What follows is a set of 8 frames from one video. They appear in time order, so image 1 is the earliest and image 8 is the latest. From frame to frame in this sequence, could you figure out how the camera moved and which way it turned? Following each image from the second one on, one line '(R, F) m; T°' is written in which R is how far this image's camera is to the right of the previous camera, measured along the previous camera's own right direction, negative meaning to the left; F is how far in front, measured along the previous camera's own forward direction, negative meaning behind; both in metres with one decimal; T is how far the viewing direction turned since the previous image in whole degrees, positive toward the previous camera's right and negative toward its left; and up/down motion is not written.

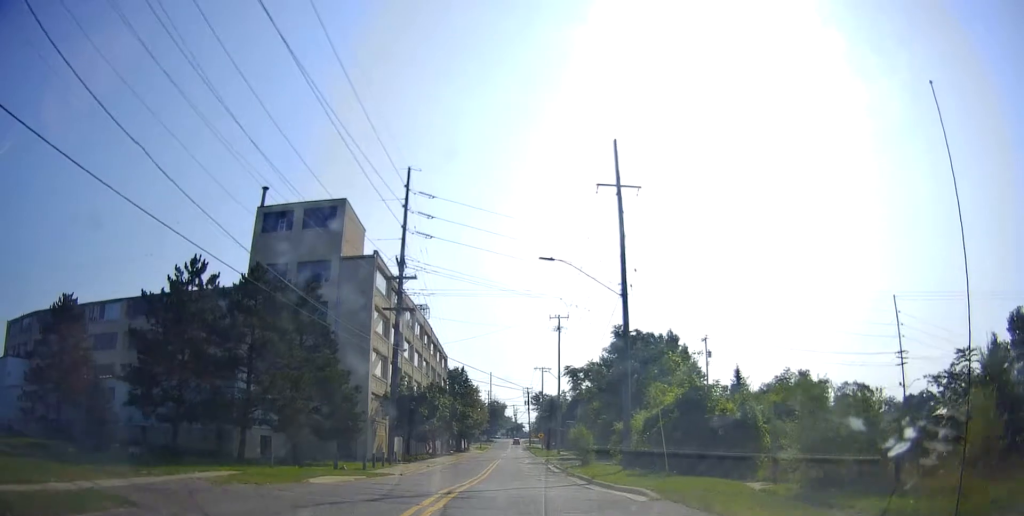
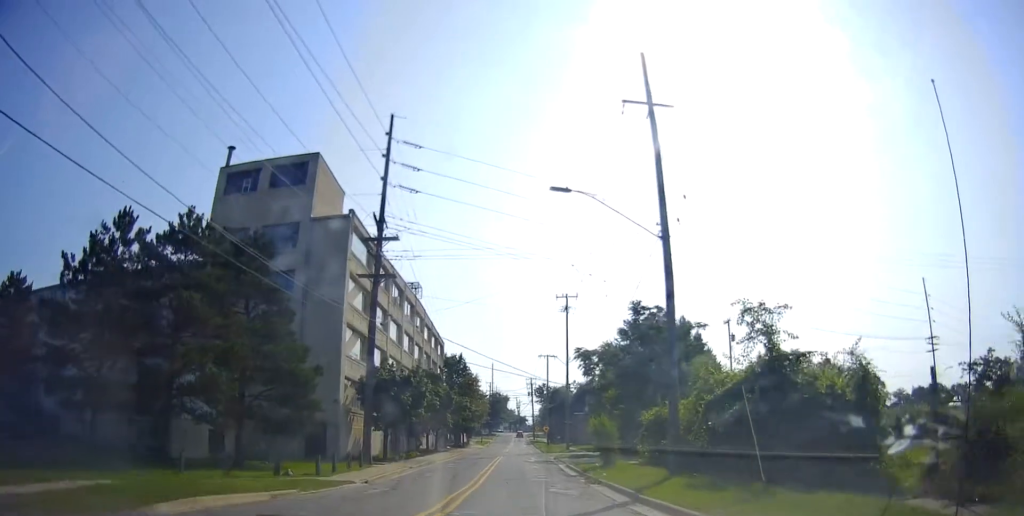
(-0.2, +7.8) m; 0°
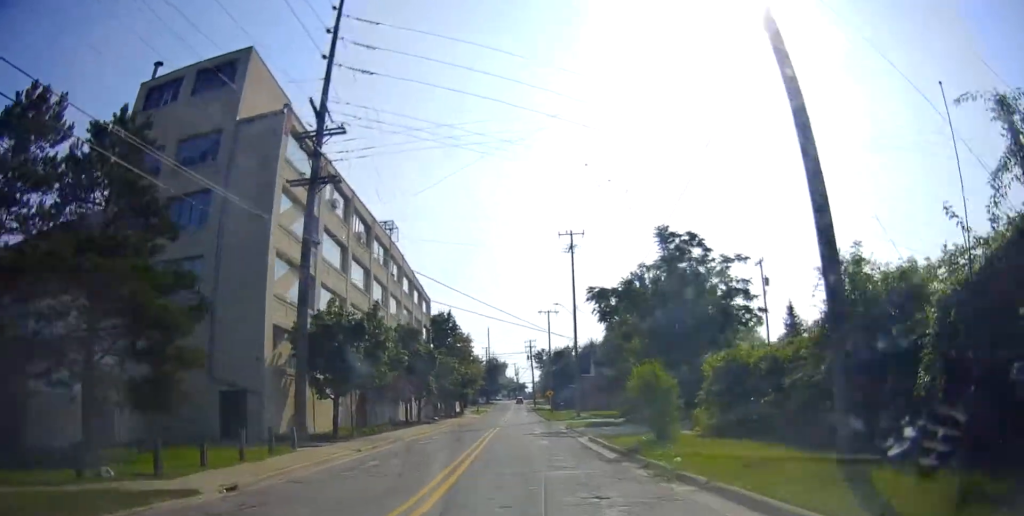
(+0.4, +10.9) m; +2°
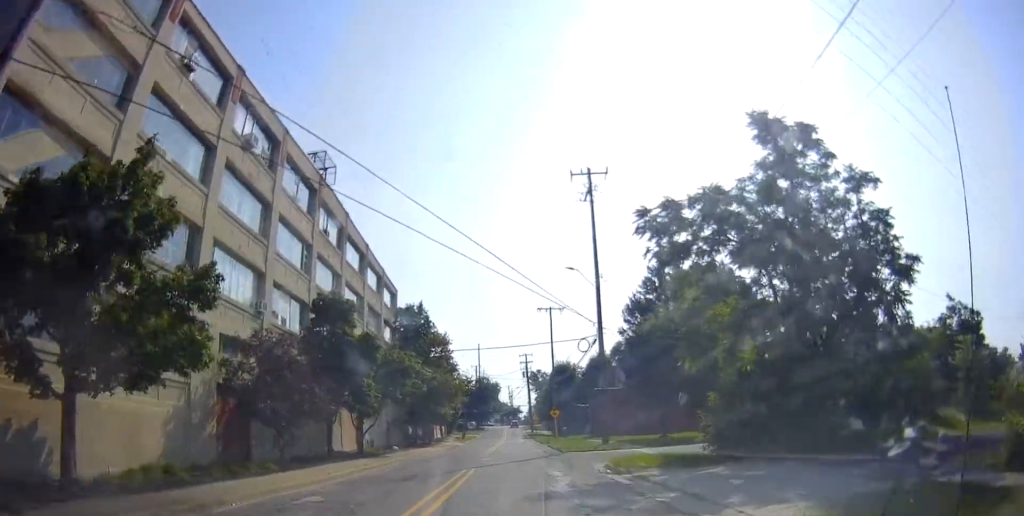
(0.0, +18.6) m; 0°
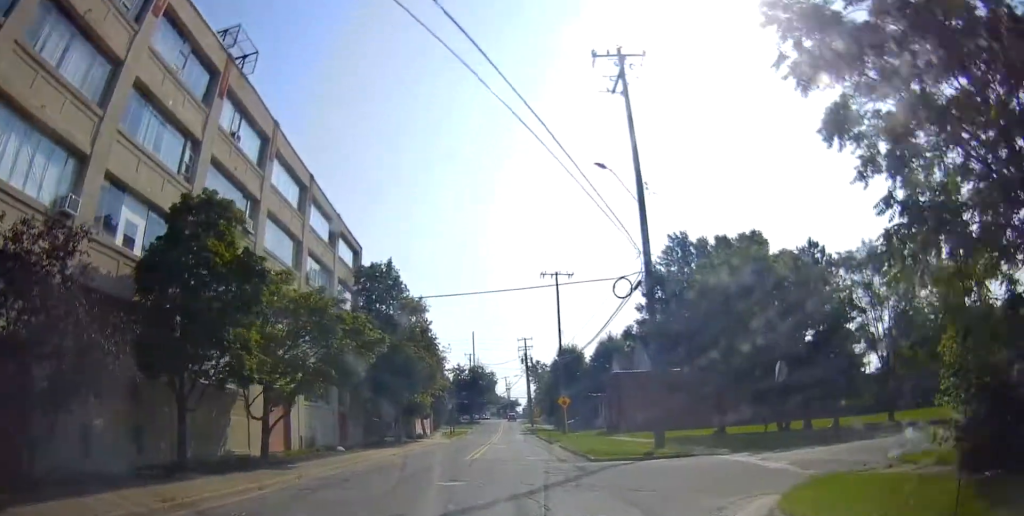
(0.0, +13.5) m; 0°
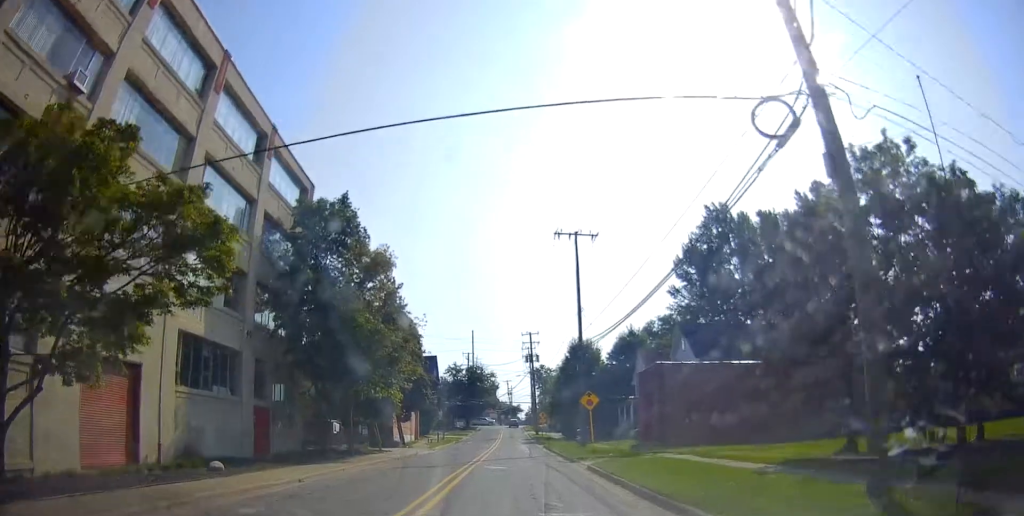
(0.0, +14.0) m; -3°
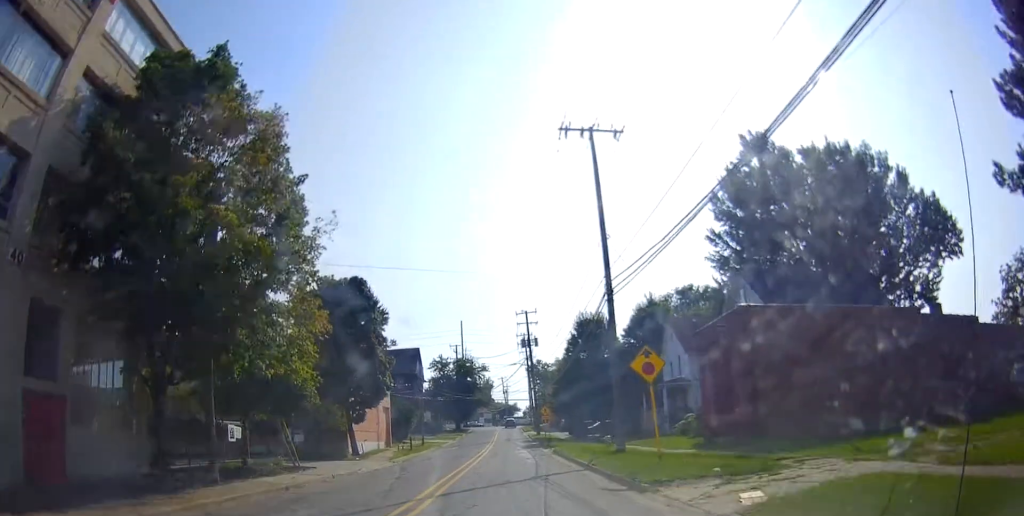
(-0.4, +14.2) m; 0°
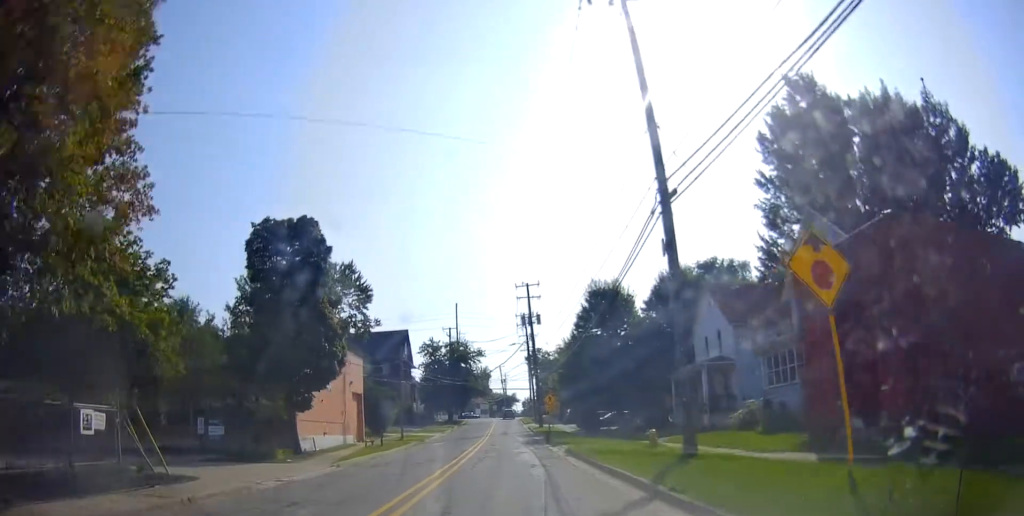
(+0.4, +9.4) m; +2°
